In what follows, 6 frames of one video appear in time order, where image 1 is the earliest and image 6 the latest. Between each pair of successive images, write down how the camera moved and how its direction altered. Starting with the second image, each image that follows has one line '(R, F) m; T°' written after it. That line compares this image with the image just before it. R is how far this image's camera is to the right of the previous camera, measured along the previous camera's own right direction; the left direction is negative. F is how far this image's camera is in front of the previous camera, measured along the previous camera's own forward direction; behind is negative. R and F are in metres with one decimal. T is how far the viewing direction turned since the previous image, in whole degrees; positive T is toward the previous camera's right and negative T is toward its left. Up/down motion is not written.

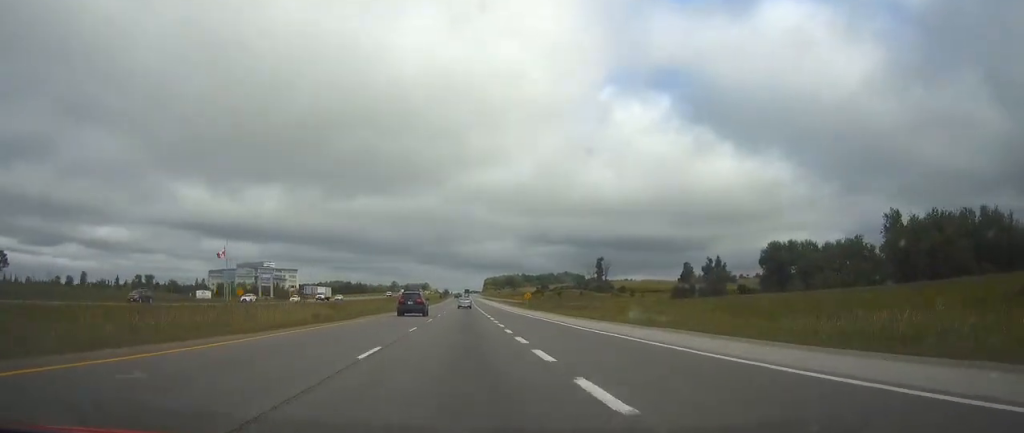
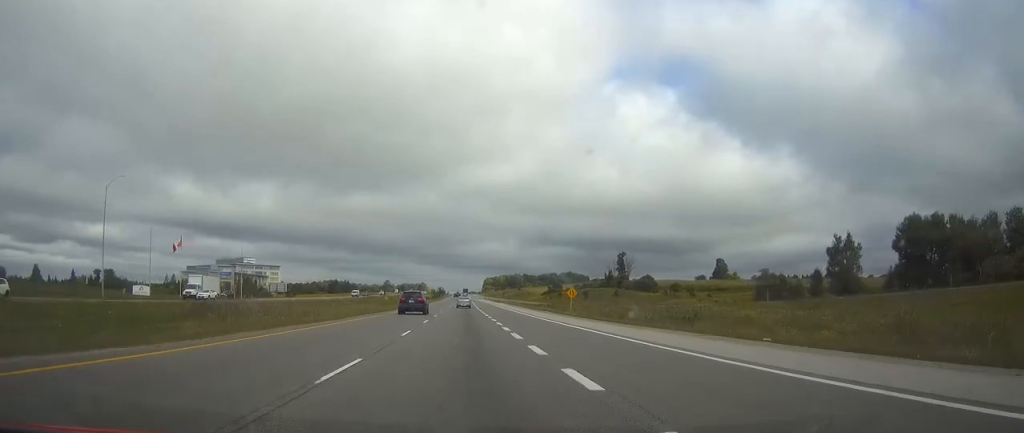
(+0.1, +52.6) m; 0°
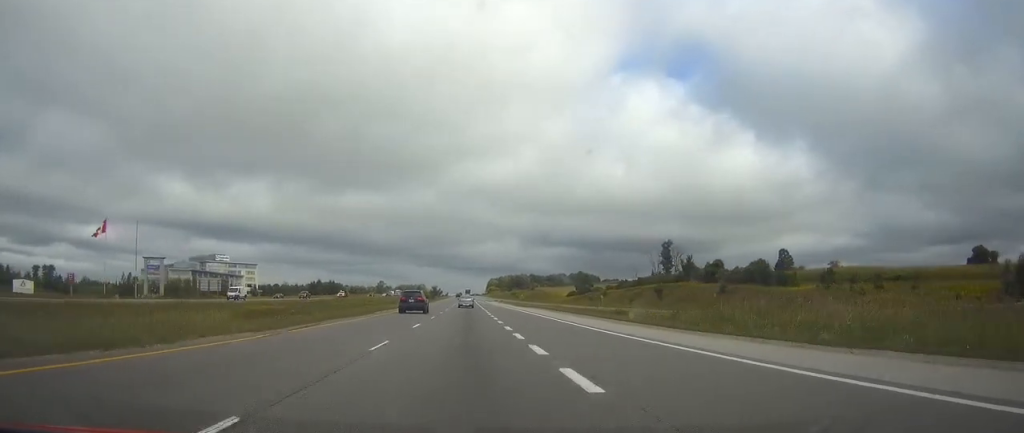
(-0.2, +66.8) m; 0°
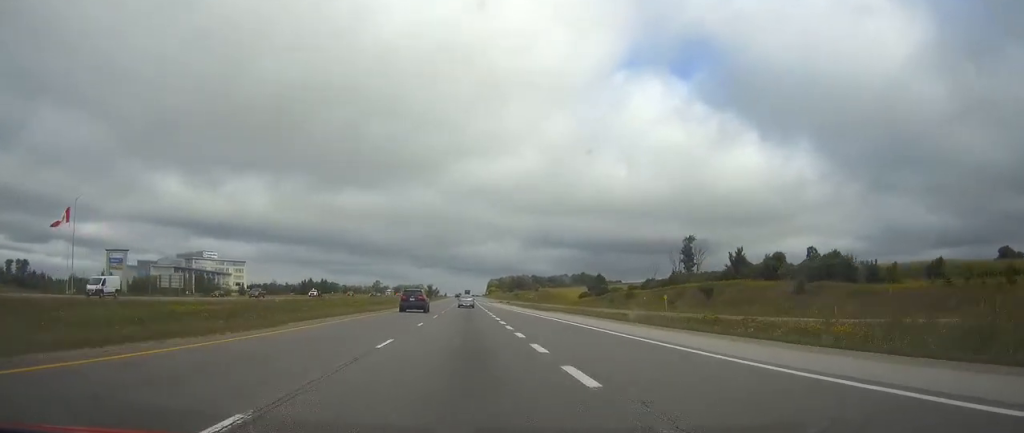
(-0.1, +23.9) m; 0°
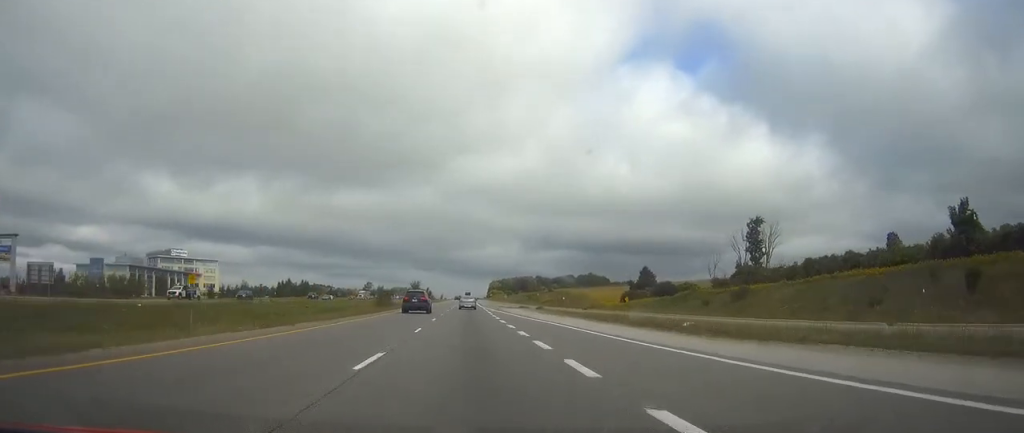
(0.0, +52.5) m; 0°
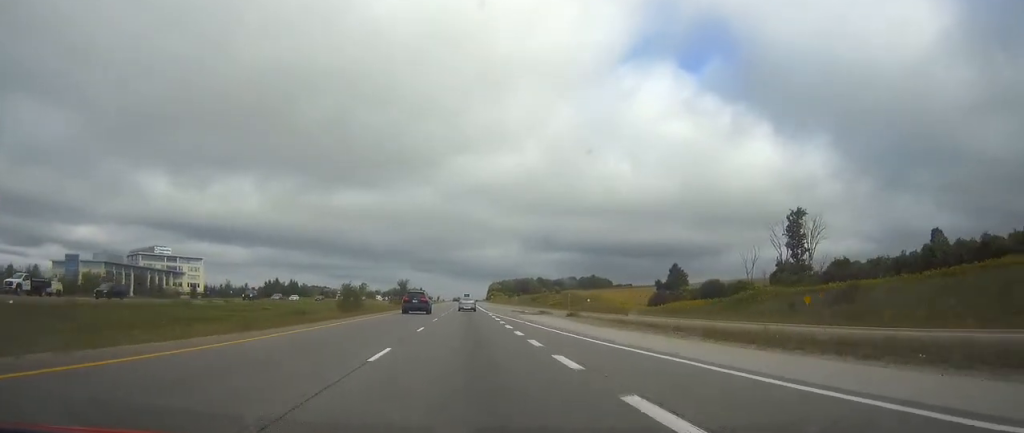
(+0.1, +22.8) m; 0°
